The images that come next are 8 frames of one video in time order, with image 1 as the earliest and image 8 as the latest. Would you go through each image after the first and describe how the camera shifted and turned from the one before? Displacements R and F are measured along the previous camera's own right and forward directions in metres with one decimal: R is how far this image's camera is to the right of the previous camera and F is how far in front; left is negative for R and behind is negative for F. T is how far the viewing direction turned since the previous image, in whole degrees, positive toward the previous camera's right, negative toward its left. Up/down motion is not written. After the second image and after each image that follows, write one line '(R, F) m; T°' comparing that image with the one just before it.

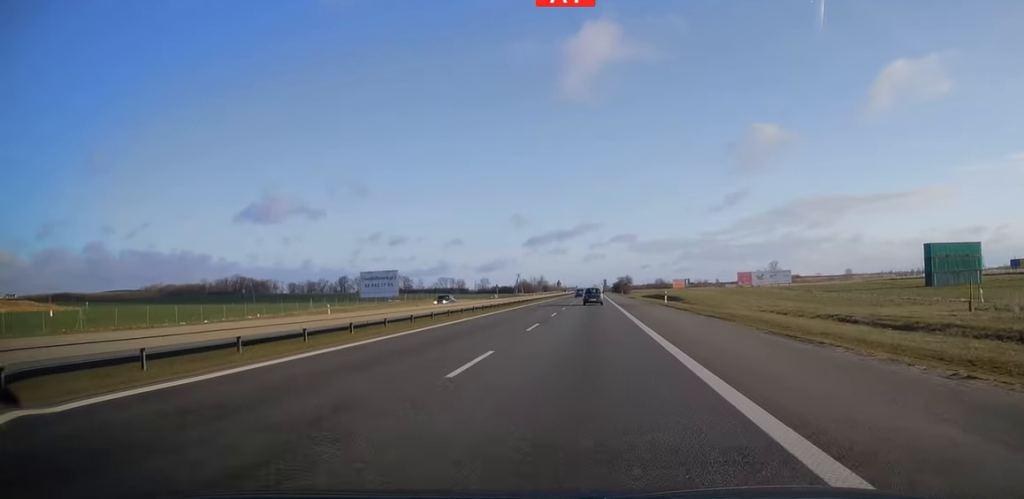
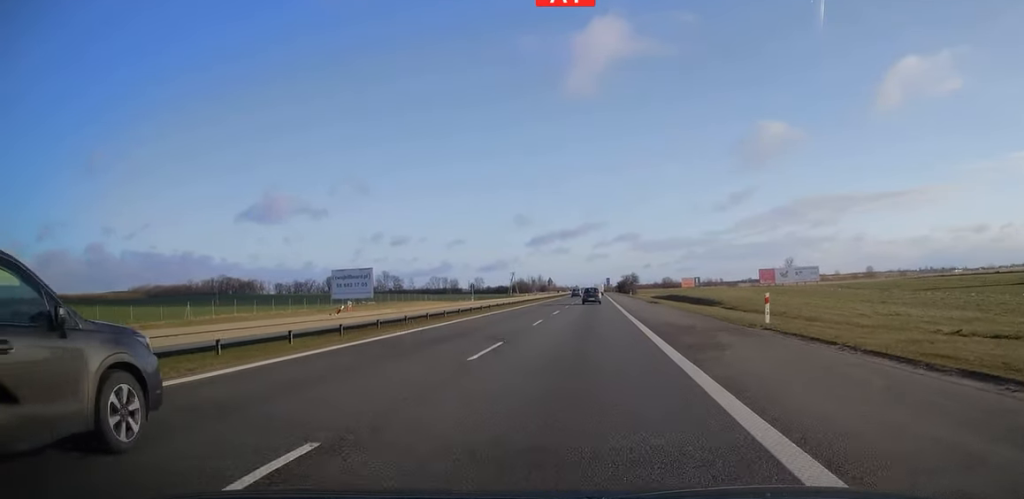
(0.0, +33.0) m; 0°
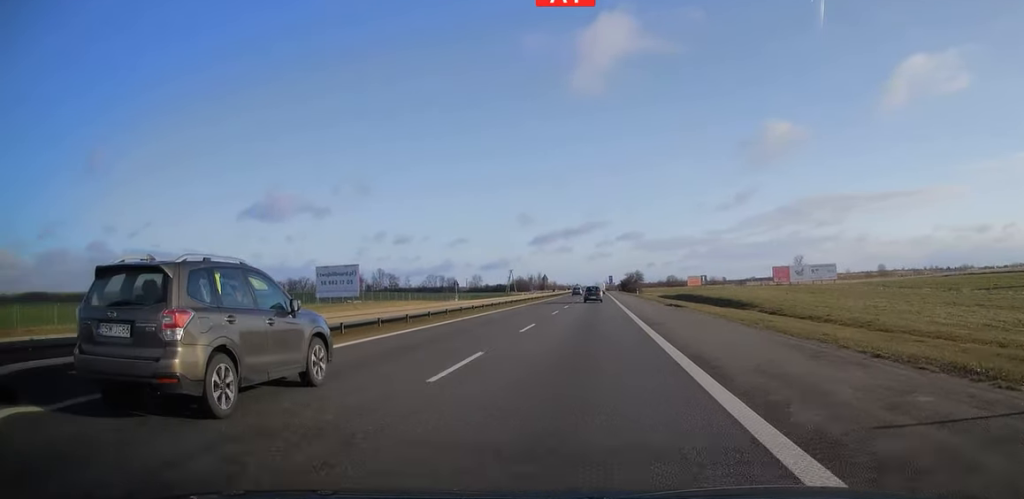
(0.0, +16.1) m; 0°
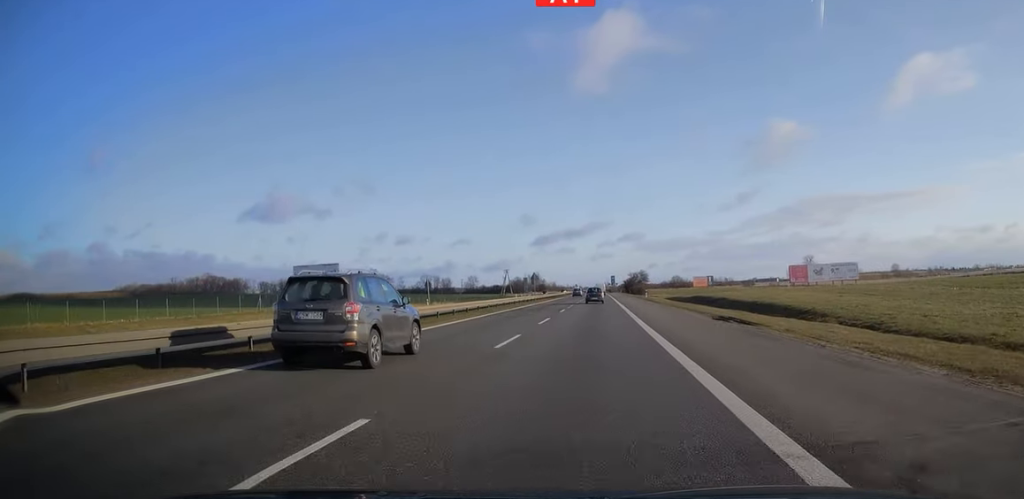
(0.0, +18.7) m; 0°
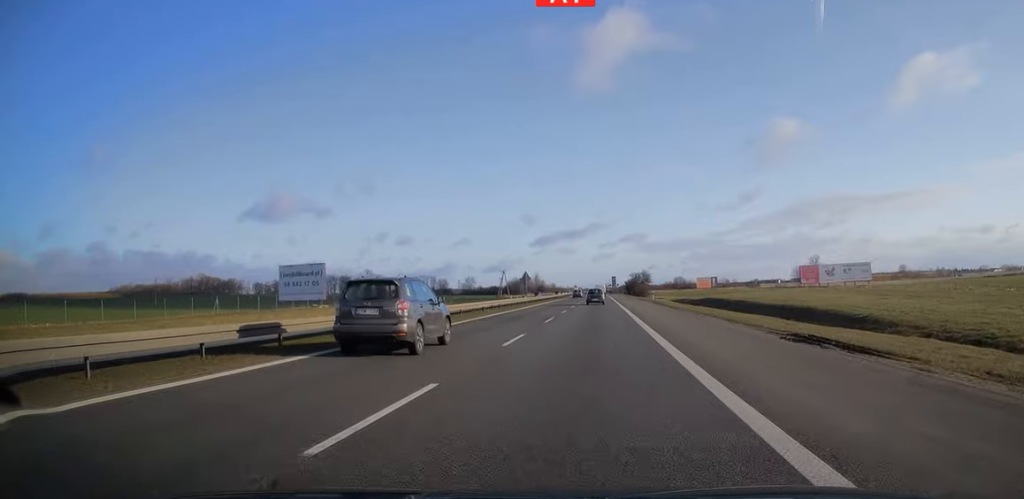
(0.0, +10.4) m; 0°
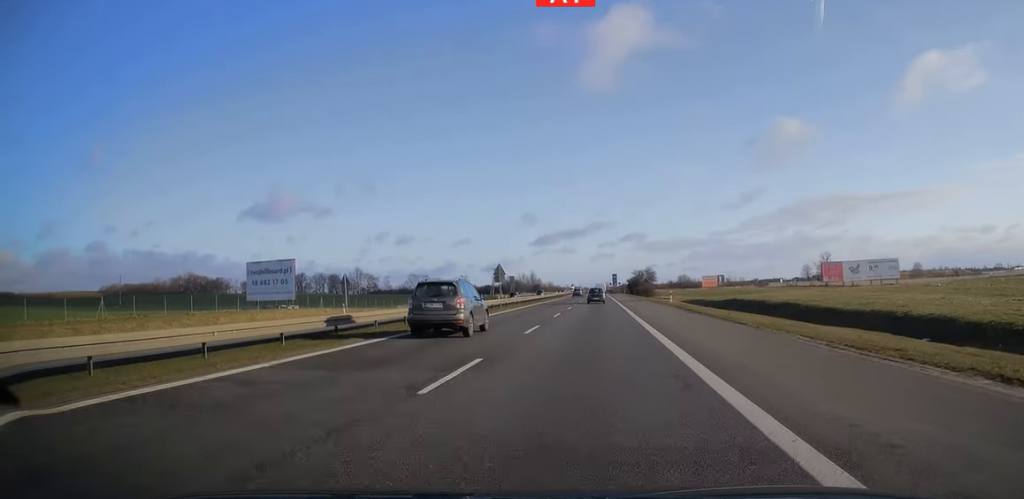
(0.0, +20.0) m; 0°
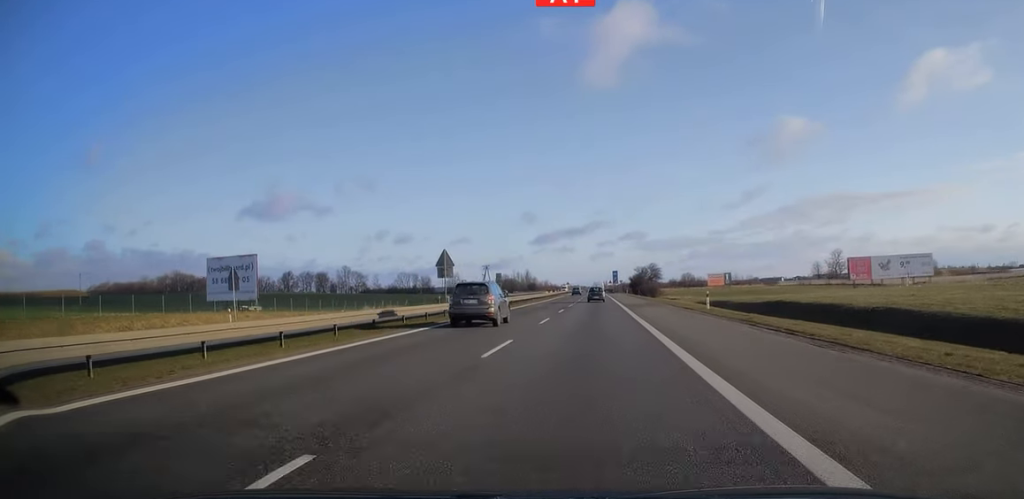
(0.0, +20.1) m; 0°
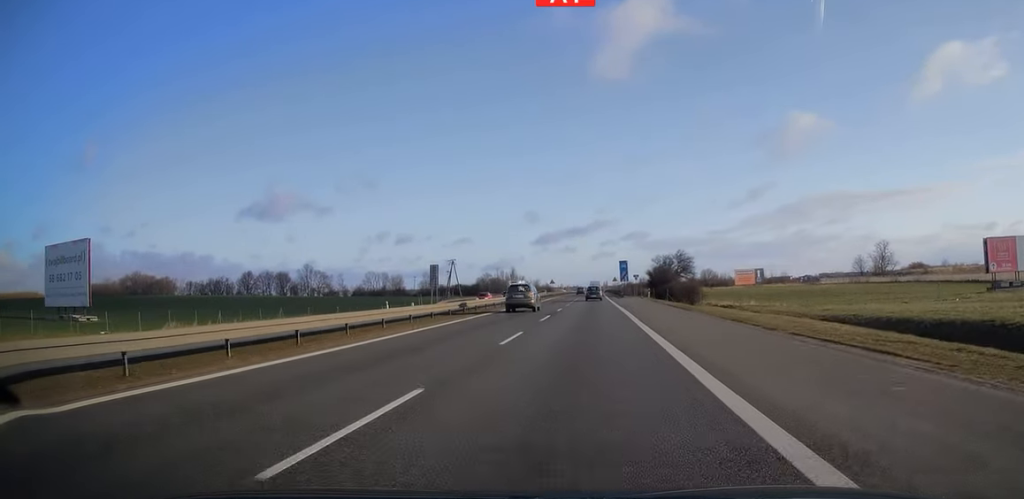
(0.0, +59.1) m; 0°
